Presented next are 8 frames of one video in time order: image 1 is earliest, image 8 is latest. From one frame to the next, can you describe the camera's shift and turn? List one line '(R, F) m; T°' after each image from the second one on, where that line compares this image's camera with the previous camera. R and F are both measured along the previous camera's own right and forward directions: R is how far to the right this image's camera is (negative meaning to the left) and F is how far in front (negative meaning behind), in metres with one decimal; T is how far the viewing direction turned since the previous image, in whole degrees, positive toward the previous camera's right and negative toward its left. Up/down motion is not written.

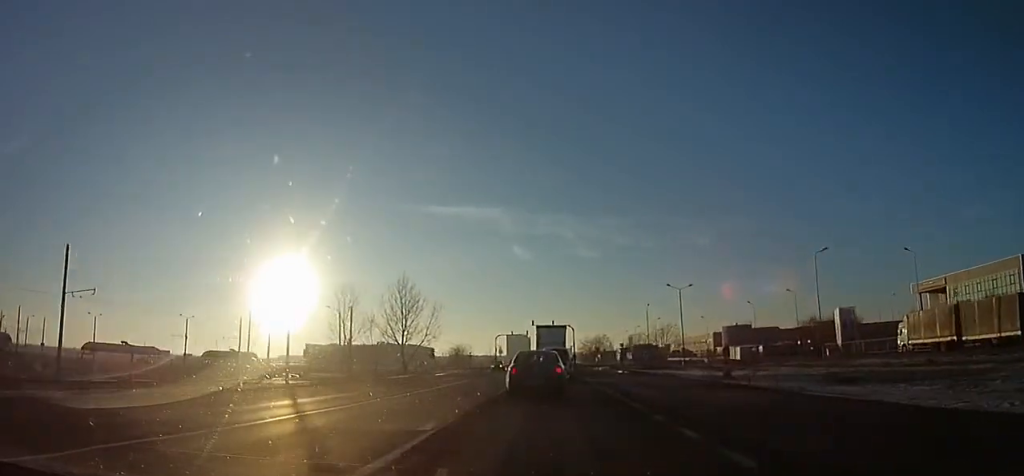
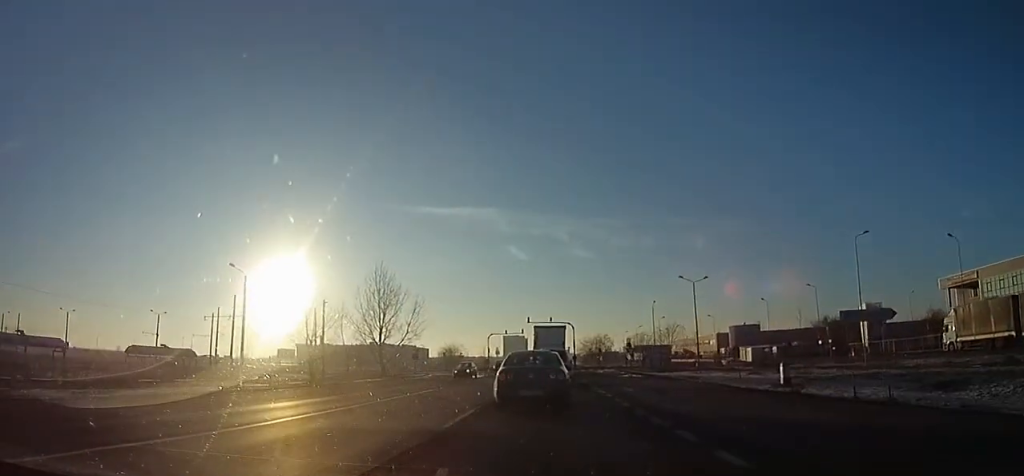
(-0.3, +8.7) m; +4°
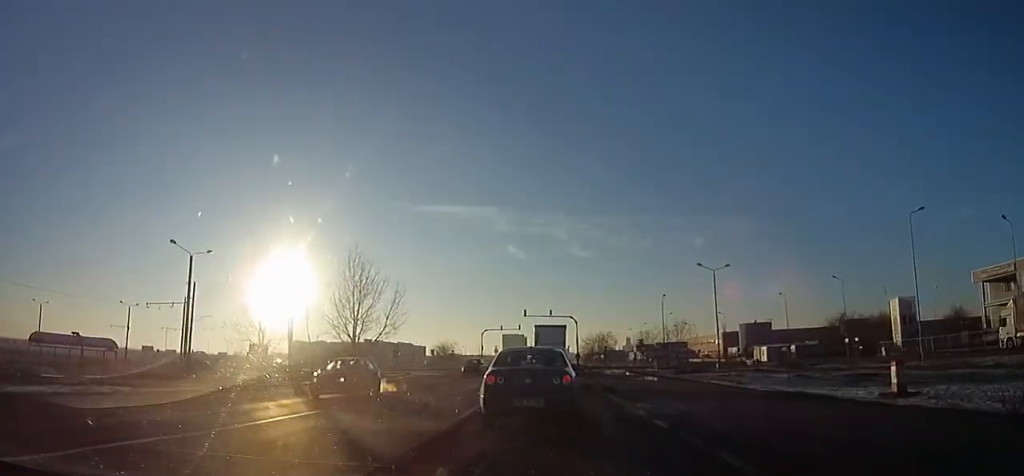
(+0.7, +7.5) m; +1°
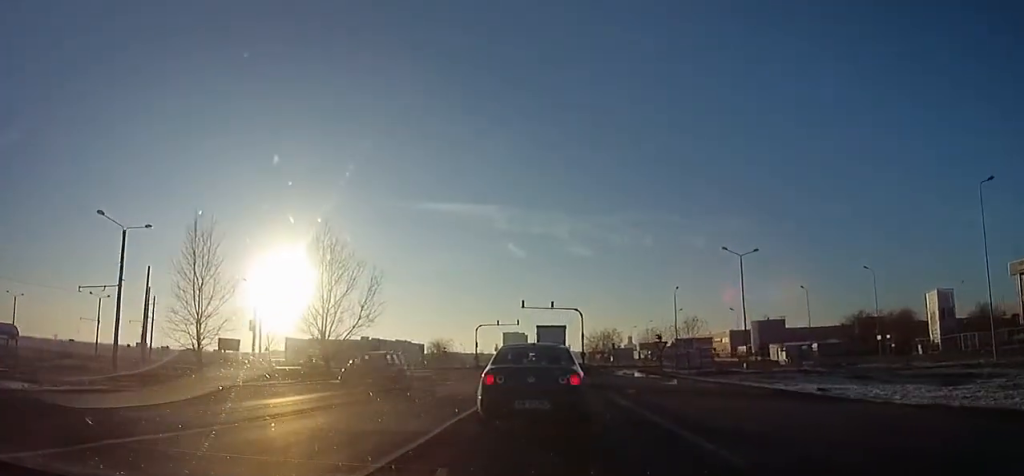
(-0.2, +6.9) m; -4°
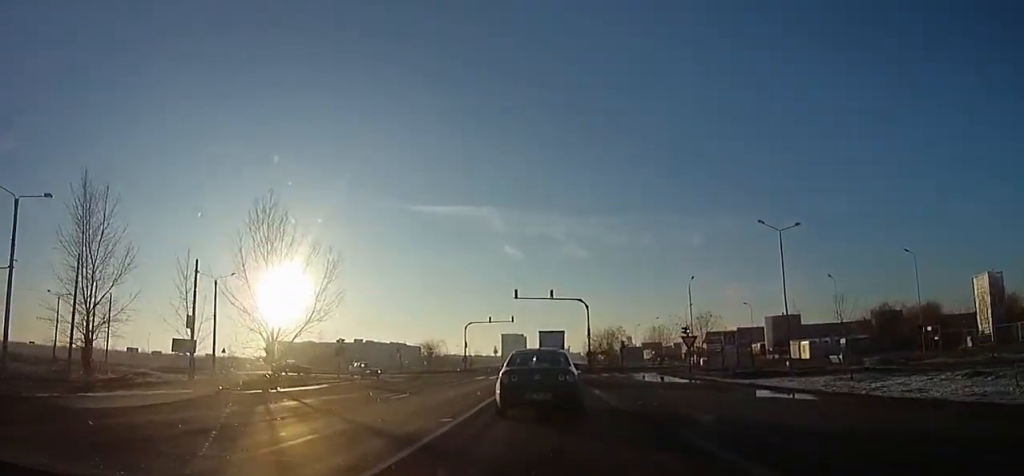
(-0.7, +9.7) m; -3°
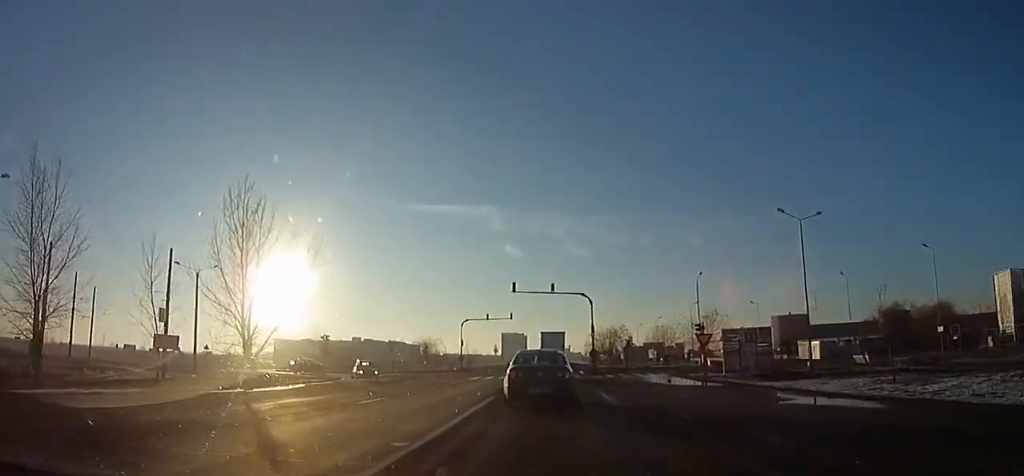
(-0.1, +3.9) m; +1°
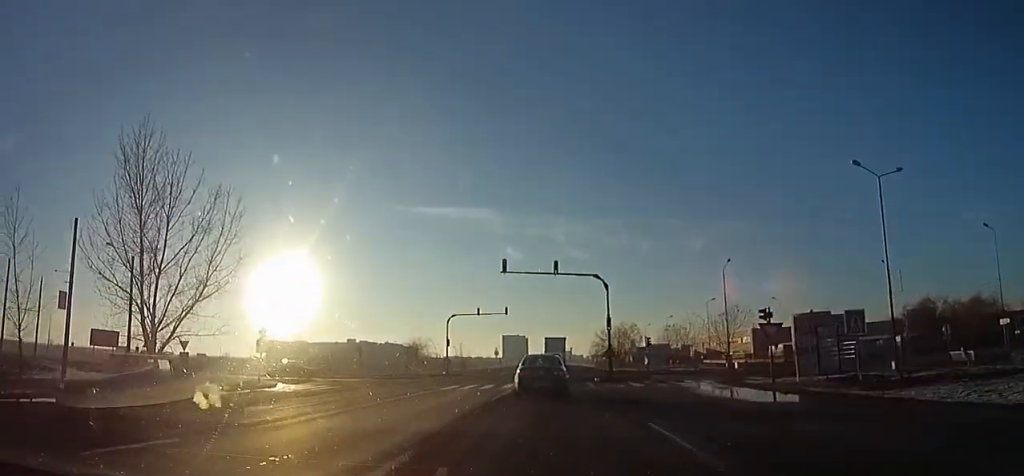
(+0.3, +10.6) m; +3°
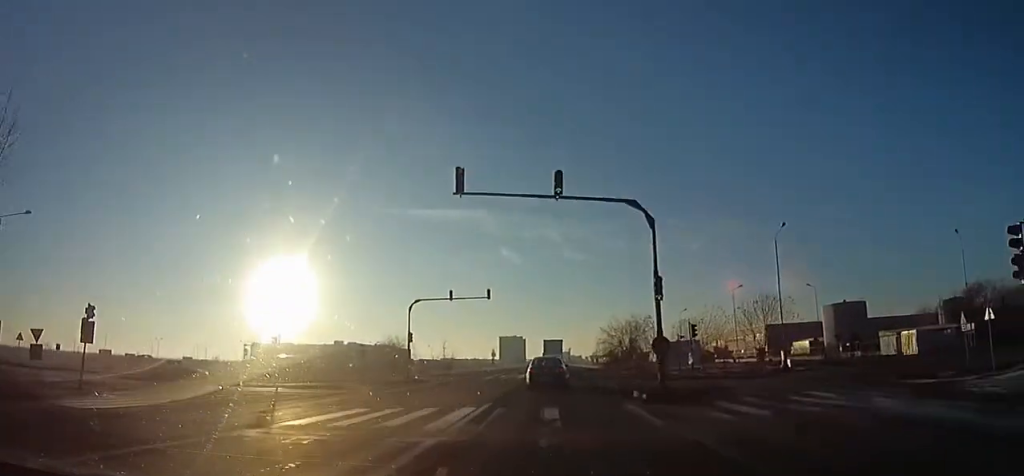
(+0.4, +15.2) m; +3°
